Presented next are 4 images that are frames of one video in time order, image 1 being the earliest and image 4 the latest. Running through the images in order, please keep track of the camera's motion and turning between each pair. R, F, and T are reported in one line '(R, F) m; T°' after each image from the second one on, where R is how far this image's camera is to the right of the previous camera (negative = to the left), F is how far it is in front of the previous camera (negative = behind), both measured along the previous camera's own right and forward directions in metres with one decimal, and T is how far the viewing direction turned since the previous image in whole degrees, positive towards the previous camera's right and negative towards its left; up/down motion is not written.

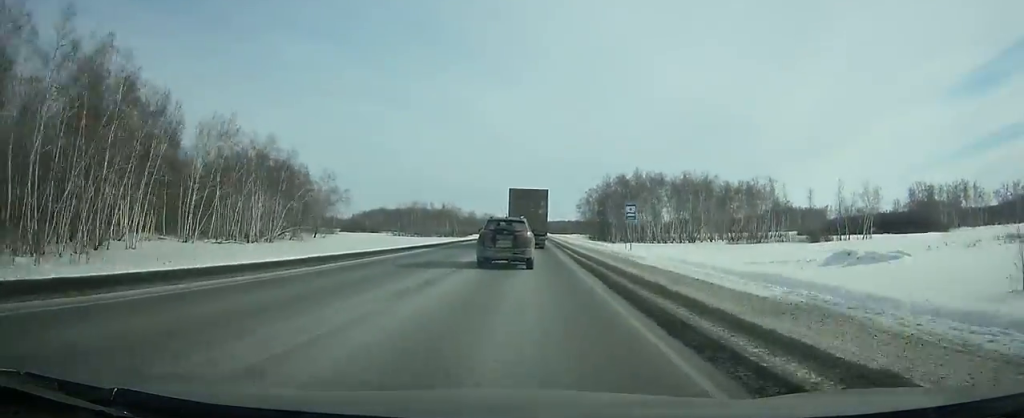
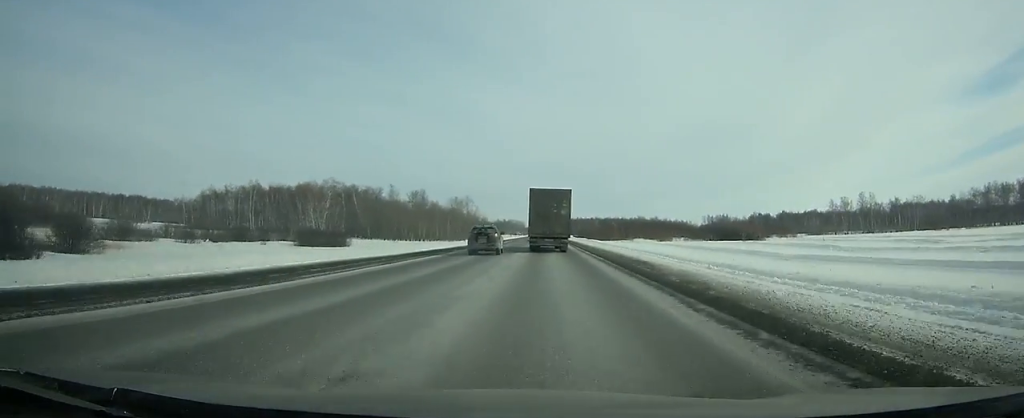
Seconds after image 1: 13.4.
(0.0, +272.5) m; -1°
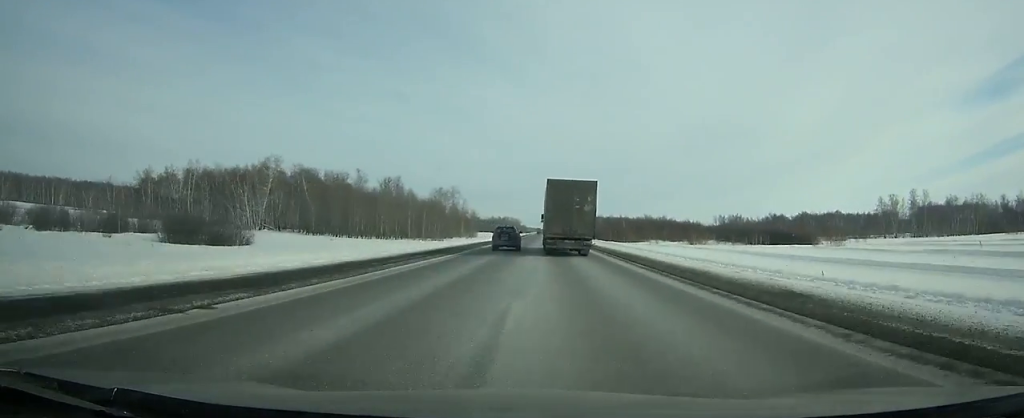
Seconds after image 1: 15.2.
(-0.1, +42.0) m; 0°
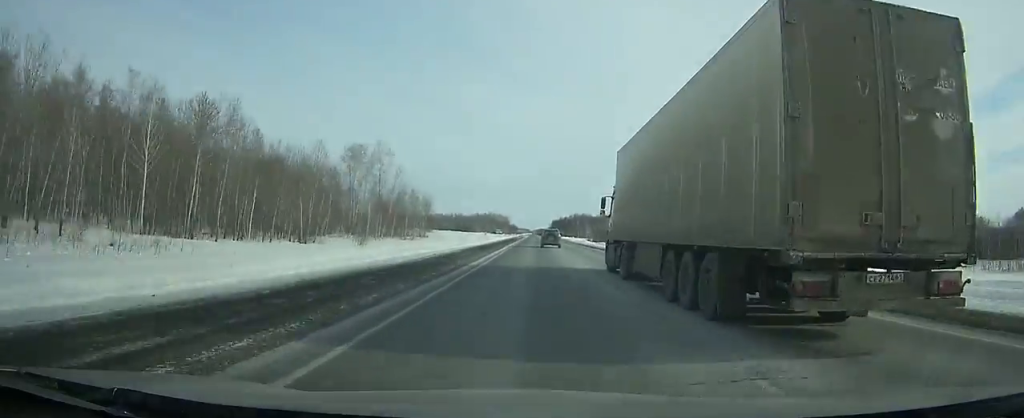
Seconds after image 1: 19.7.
(+0.2, +112.2) m; 0°
